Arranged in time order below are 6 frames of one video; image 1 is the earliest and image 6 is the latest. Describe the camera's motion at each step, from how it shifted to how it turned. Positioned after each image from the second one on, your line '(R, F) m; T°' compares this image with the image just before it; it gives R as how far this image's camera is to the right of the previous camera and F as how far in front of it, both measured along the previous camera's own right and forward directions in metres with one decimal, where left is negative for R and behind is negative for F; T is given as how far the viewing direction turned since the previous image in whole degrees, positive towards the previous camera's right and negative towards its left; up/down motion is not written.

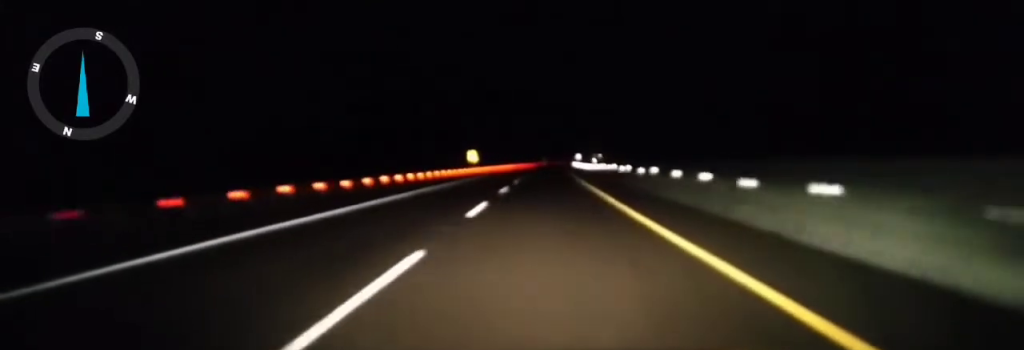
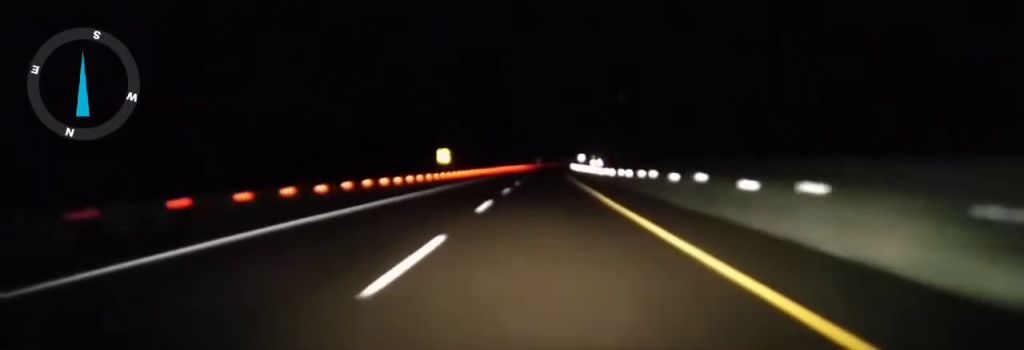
(+0.2, +23.6) m; +1°
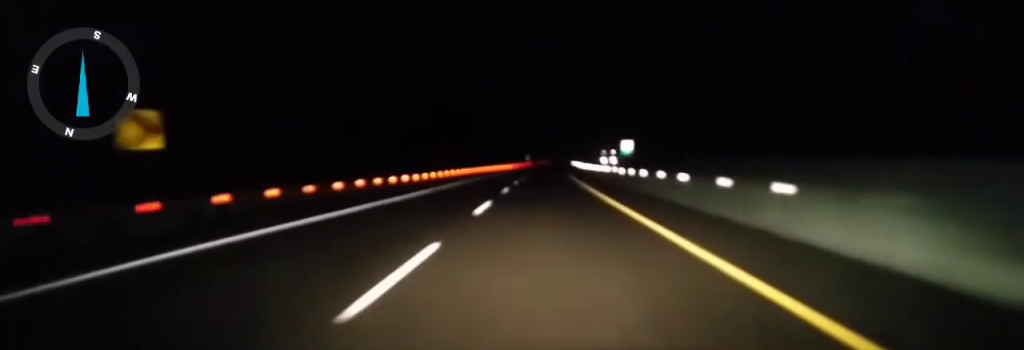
(+0.4, +53.4) m; +1°
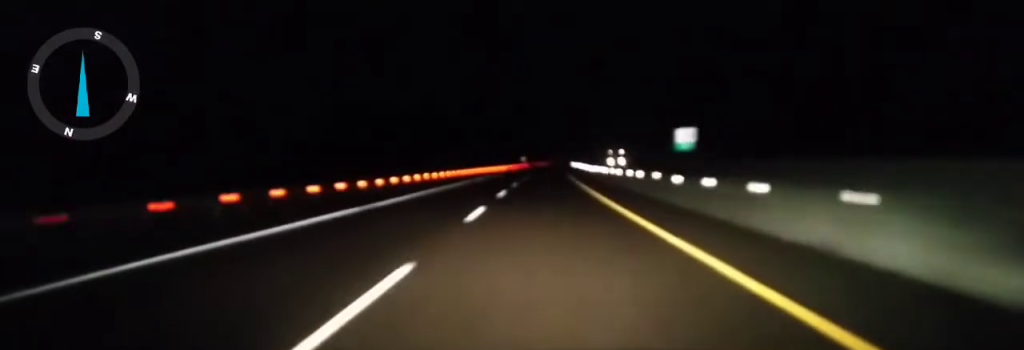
(-0.1, +15.4) m; 0°
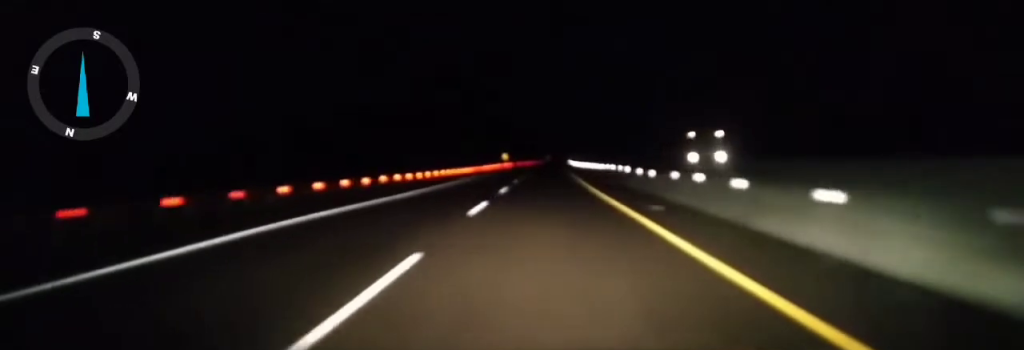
(+0.4, +50.4) m; 0°
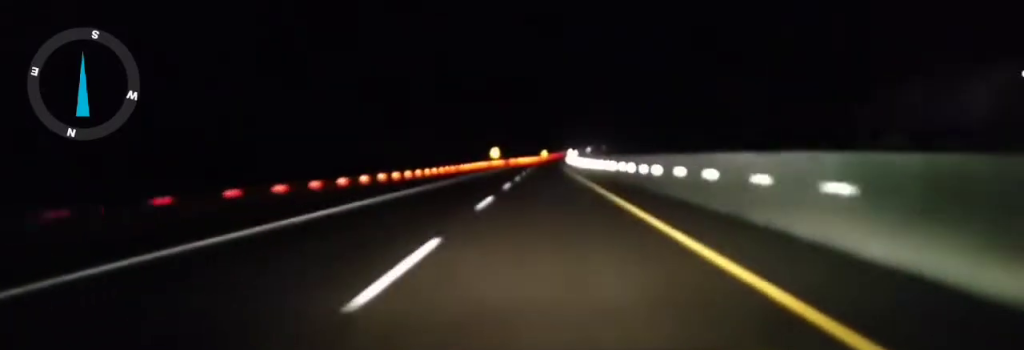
(0.0, +25.8) m; 0°
